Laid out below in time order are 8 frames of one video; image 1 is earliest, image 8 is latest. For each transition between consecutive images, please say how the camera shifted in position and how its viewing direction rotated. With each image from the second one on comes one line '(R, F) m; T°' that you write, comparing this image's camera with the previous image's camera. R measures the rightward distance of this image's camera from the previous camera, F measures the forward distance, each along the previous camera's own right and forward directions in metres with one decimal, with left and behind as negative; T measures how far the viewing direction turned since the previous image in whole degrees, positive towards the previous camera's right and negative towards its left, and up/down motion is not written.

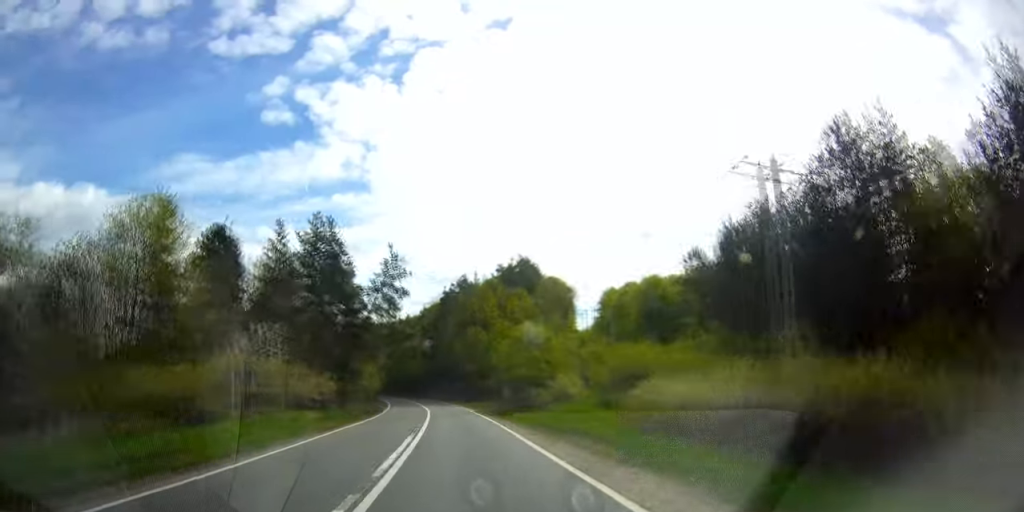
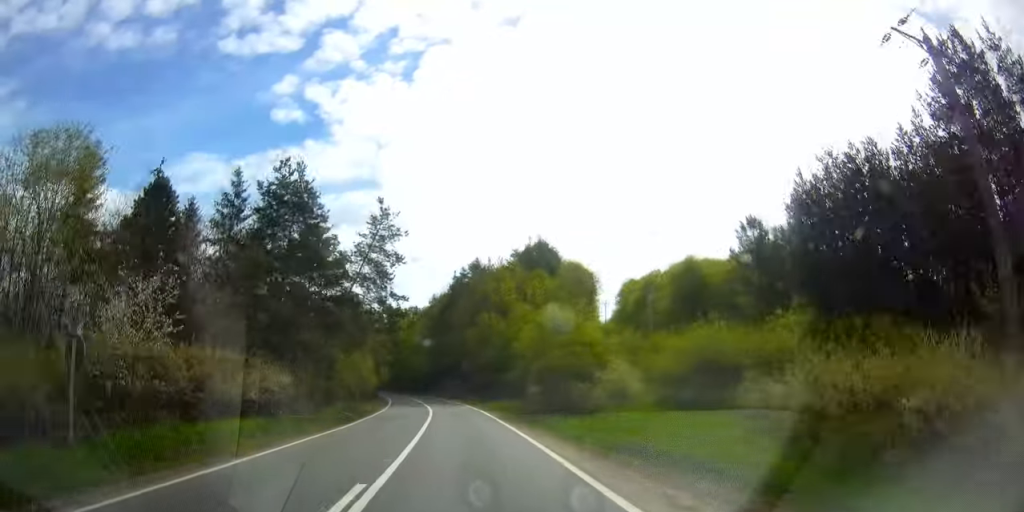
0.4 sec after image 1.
(-0.2, +10.8) m; -1°
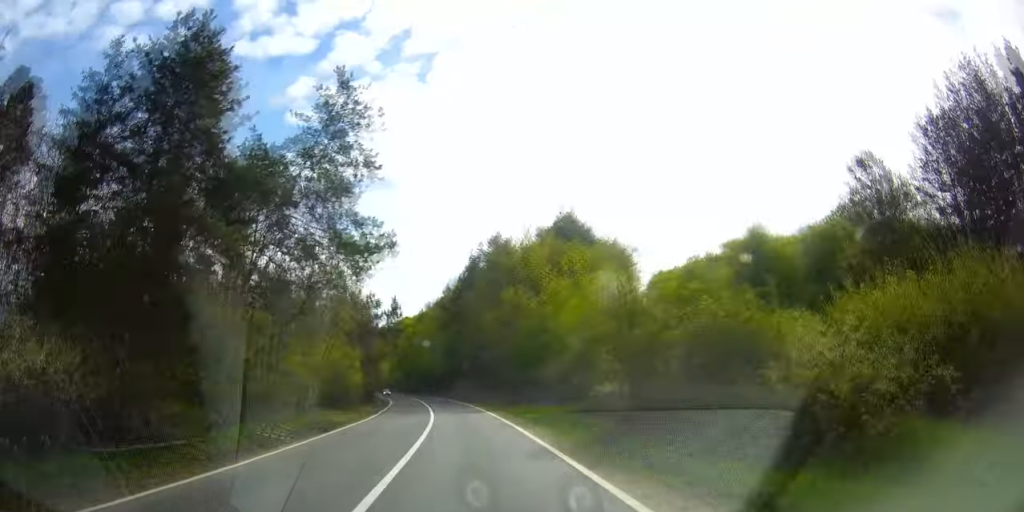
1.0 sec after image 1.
(-0.5, +15.3) m; -1°
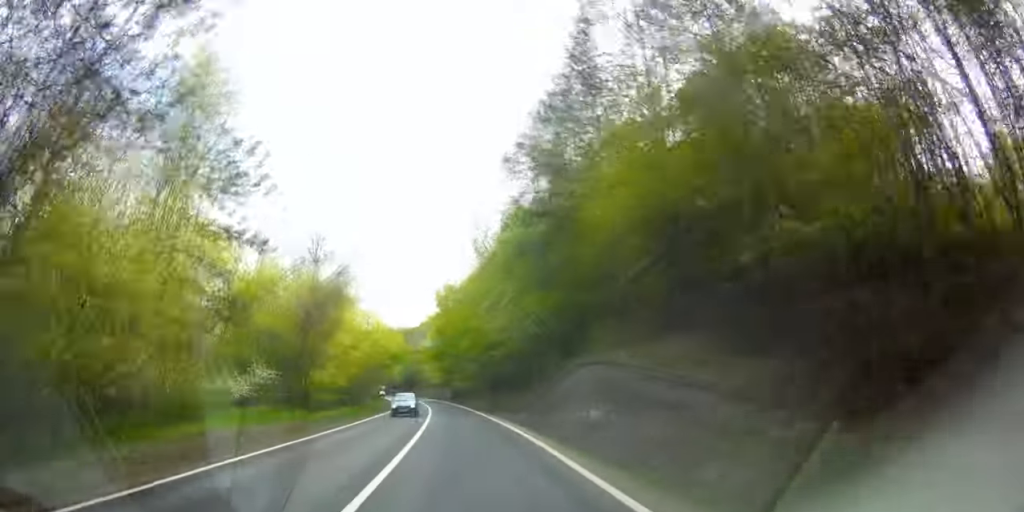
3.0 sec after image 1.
(-3.0, +55.9) m; -6°
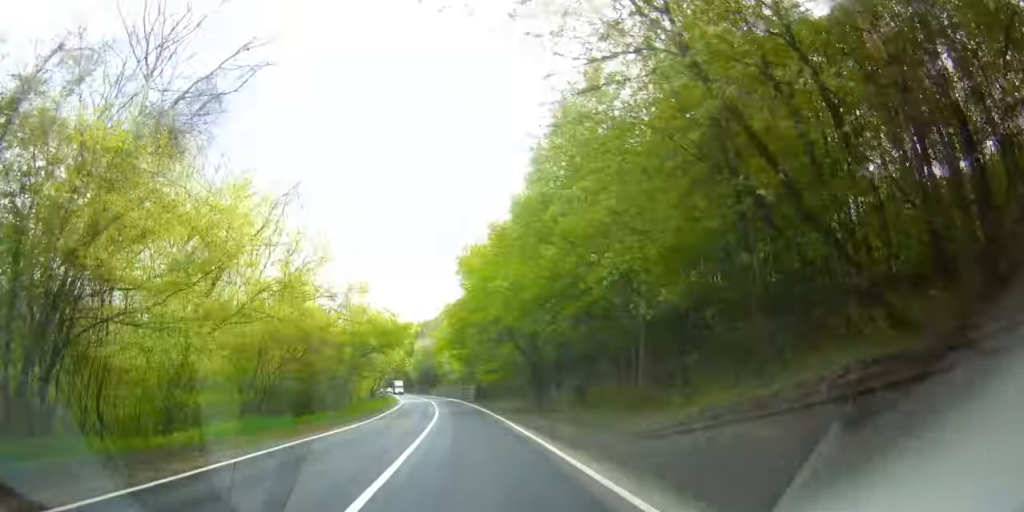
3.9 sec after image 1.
(-0.2, +24.2) m; 0°
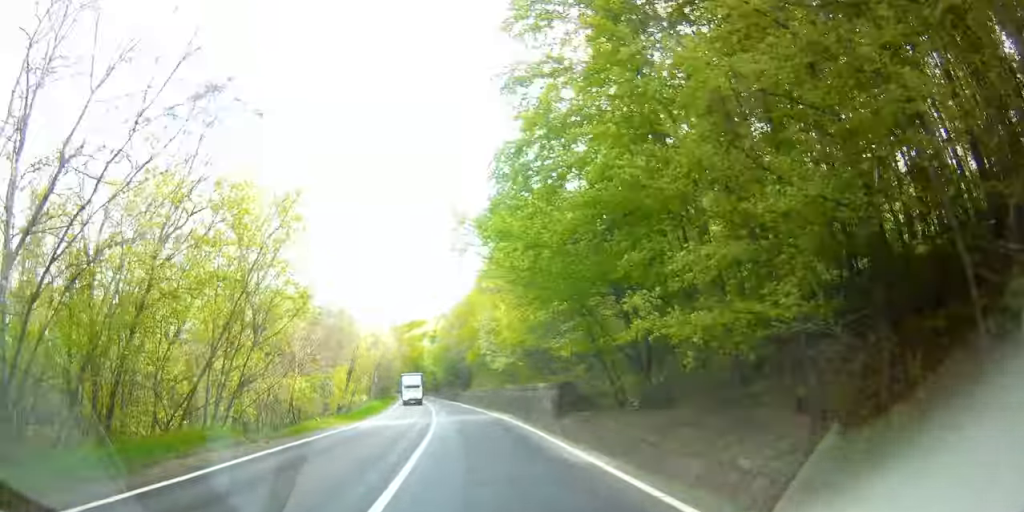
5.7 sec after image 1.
(-2.4, +50.2) m; -7°
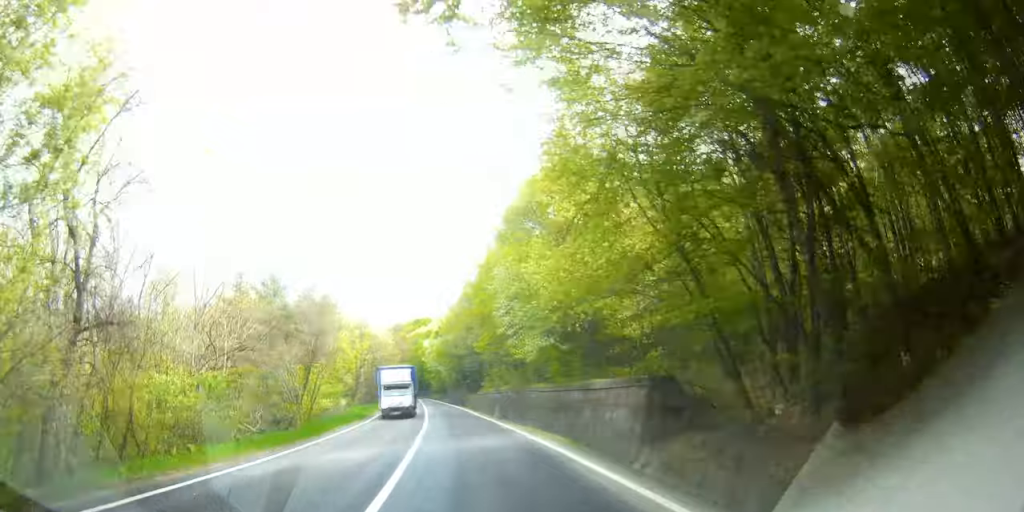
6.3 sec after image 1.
(-0.5, +15.3) m; -2°
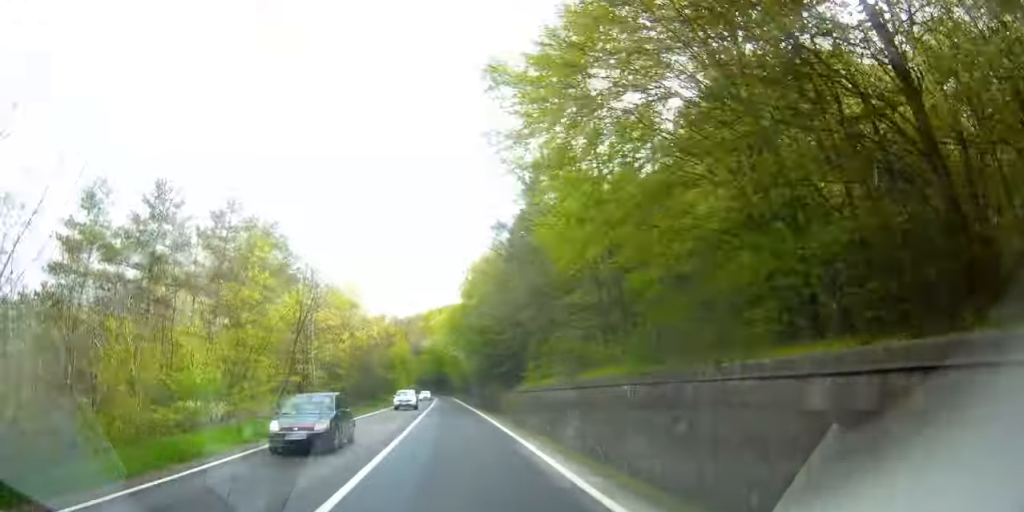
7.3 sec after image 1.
(0.0, +28.3) m; 0°
